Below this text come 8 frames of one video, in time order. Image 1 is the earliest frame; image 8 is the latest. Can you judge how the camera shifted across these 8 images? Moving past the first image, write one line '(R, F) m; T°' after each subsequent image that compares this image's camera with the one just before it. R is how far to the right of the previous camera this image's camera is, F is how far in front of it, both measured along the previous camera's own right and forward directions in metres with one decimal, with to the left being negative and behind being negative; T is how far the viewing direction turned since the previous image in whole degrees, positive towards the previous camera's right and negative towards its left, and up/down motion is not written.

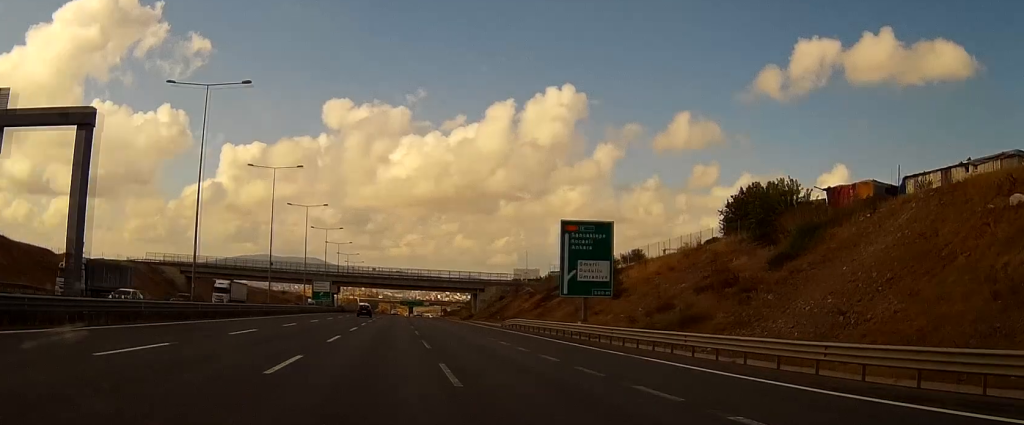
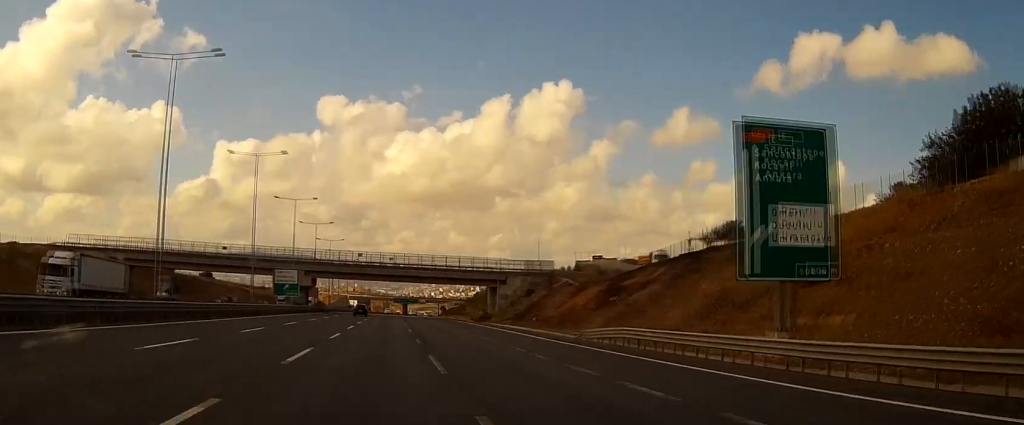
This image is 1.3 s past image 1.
(+0.2, +41.5) m; 0°
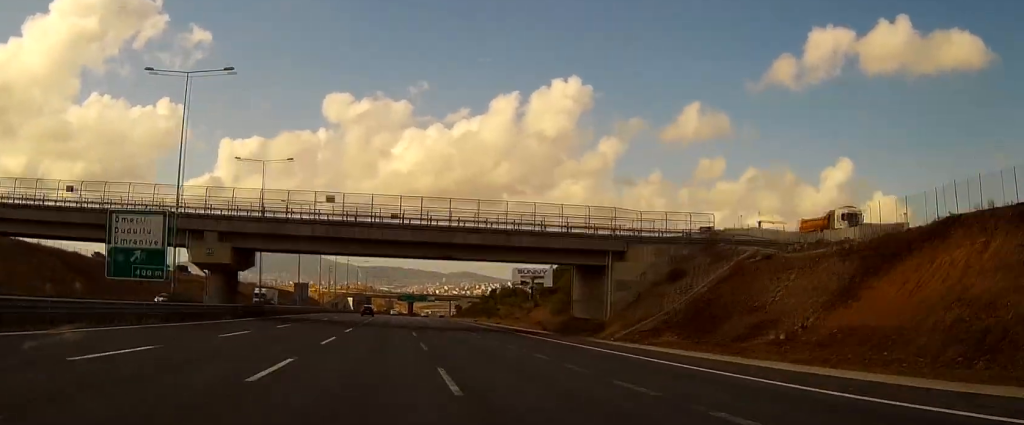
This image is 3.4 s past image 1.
(-0.1, +65.1) m; 0°
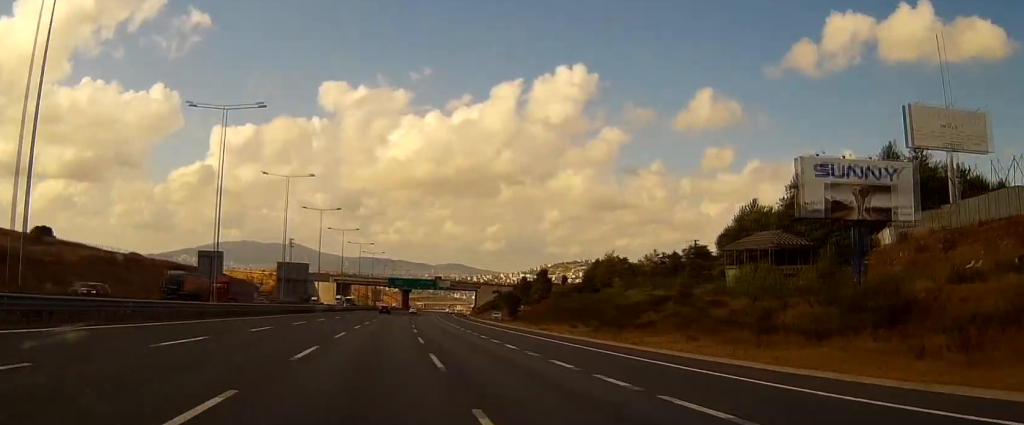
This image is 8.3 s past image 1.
(+1.3, +159.6) m; +1°
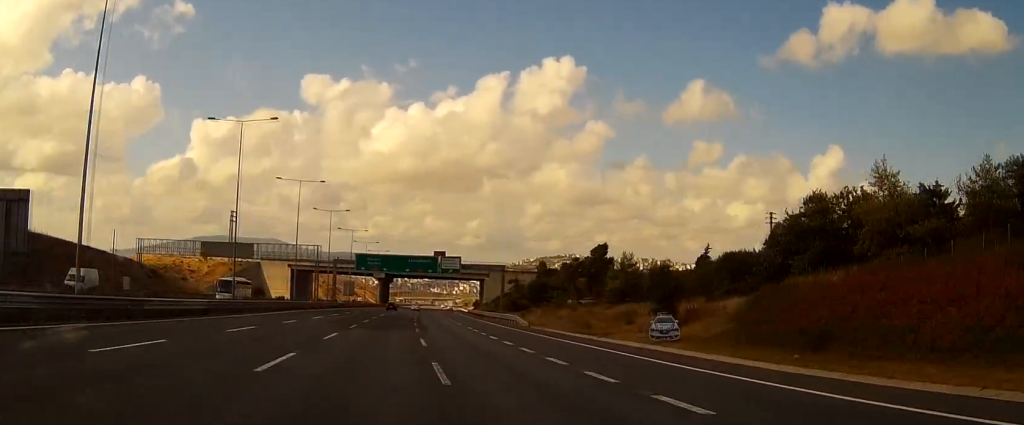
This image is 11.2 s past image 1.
(+1.2, +94.8) m; +2°
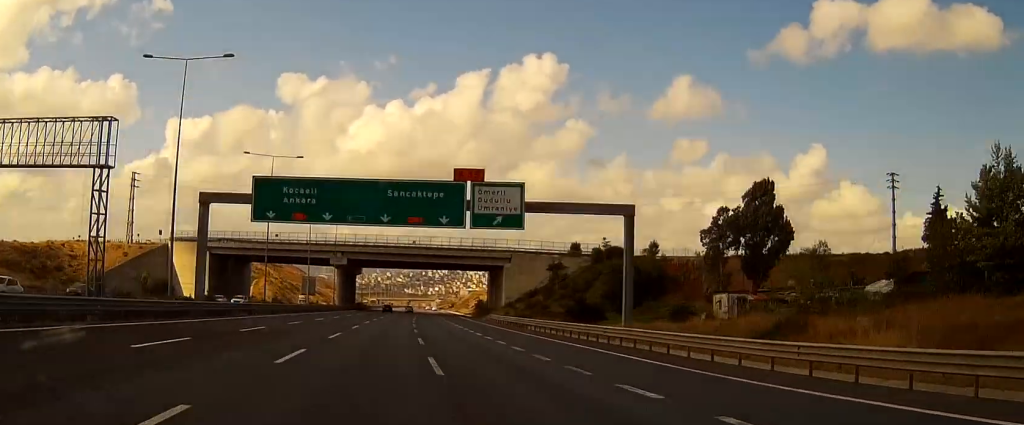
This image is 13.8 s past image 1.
(+1.1, +87.7) m; +1°
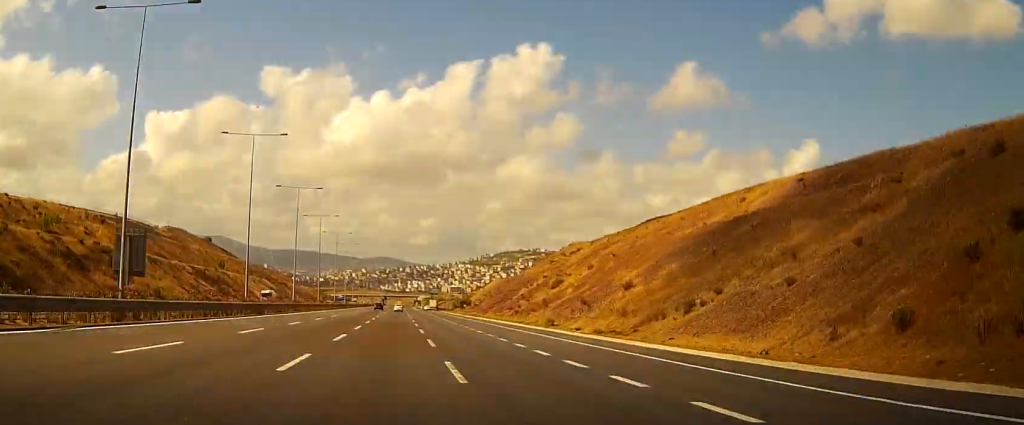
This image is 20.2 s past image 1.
(+4.1, +214.2) m; +1°
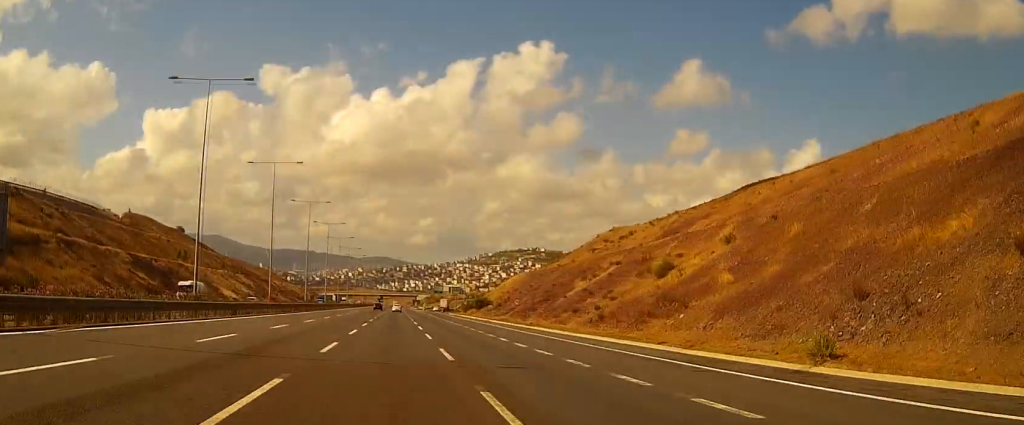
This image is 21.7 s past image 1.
(0.0, +53.2) m; 0°
